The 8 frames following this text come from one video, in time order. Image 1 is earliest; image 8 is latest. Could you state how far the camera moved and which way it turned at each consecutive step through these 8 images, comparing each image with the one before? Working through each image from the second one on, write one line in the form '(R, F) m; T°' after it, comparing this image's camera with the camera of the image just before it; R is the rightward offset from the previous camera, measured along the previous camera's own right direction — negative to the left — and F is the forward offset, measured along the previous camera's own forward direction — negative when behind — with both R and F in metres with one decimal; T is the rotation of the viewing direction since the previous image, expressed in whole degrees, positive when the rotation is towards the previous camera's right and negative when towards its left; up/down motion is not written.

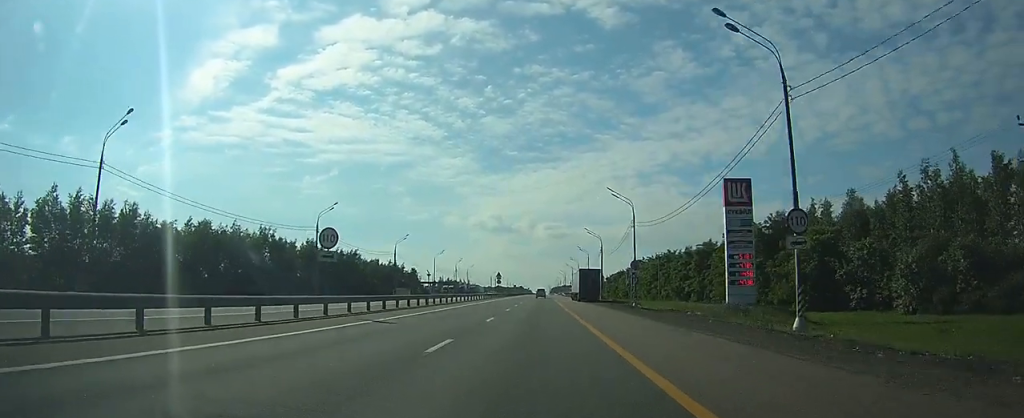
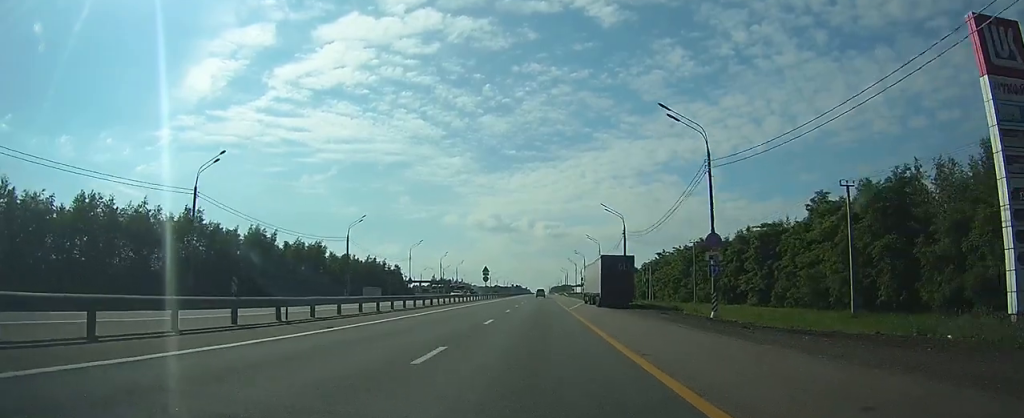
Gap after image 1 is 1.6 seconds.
(+0.8, +25.2) m; +3°
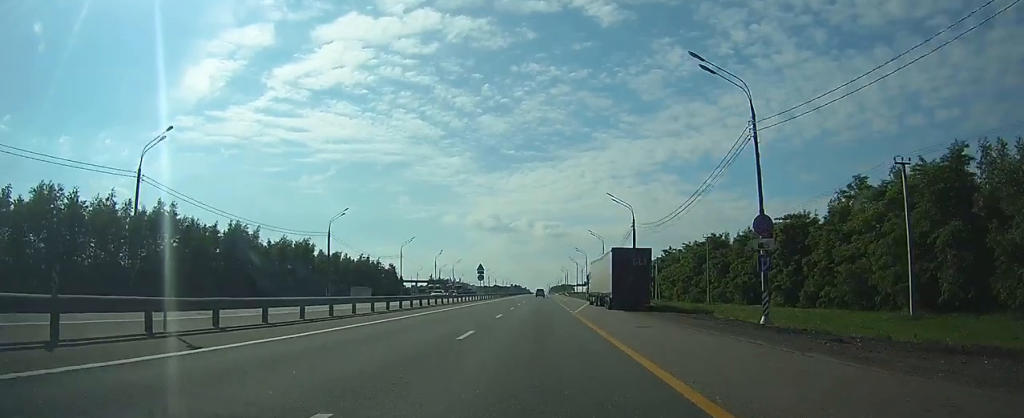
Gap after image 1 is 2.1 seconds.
(+0.1, +7.0) m; 0°
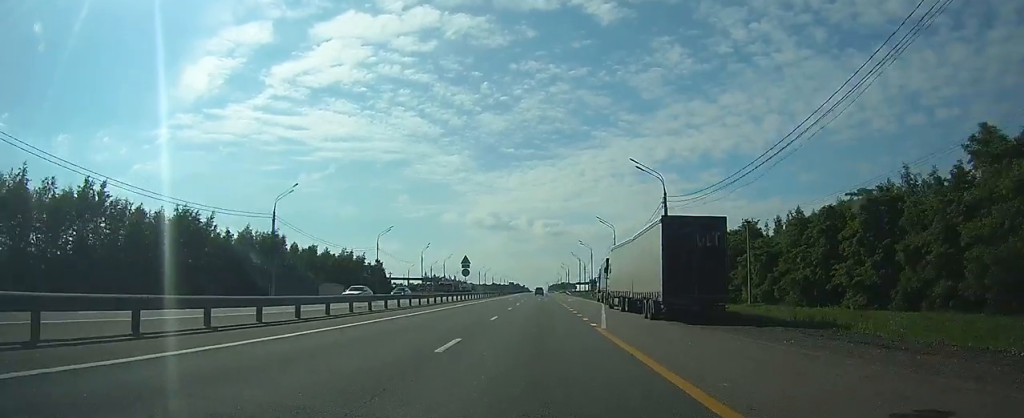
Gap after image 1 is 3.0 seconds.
(+0.1, +15.3) m; +1°
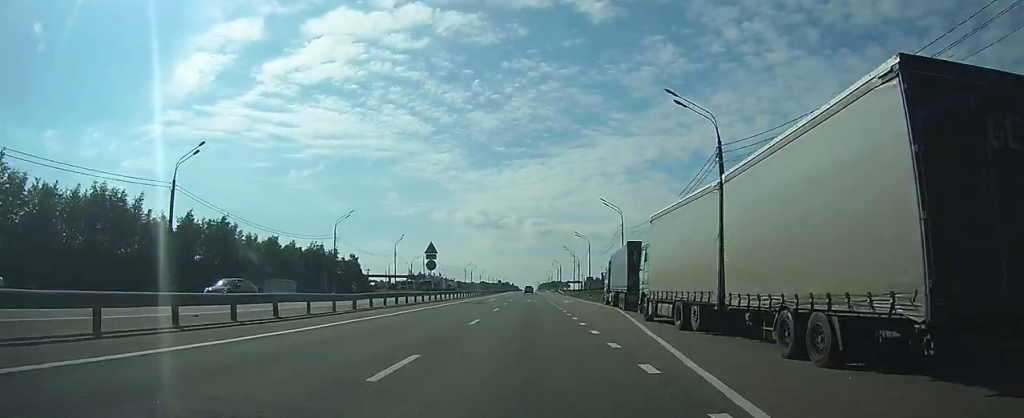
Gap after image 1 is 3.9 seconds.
(0.0, +15.7) m; 0°
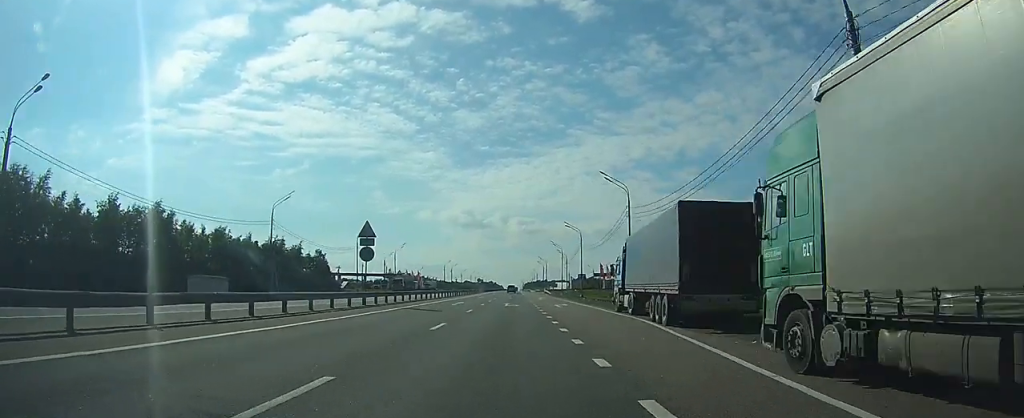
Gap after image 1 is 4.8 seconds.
(+0.1, +14.8) m; 0°
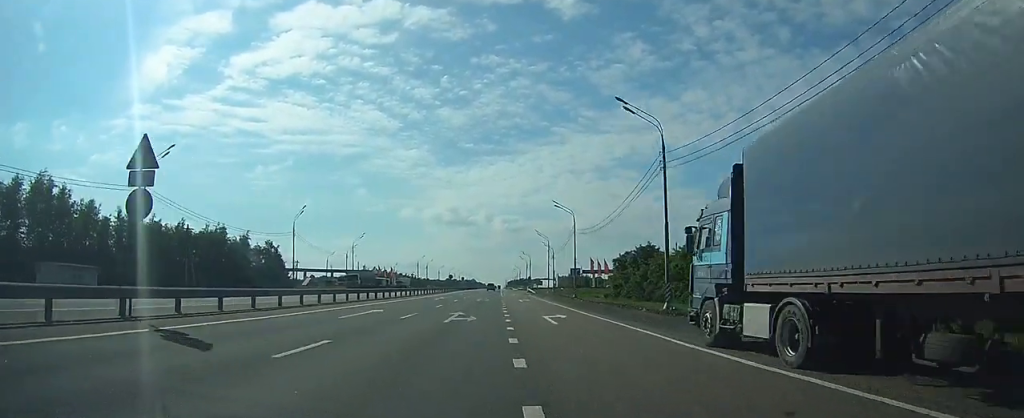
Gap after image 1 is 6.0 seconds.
(+0.1, +20.0) m; +1°
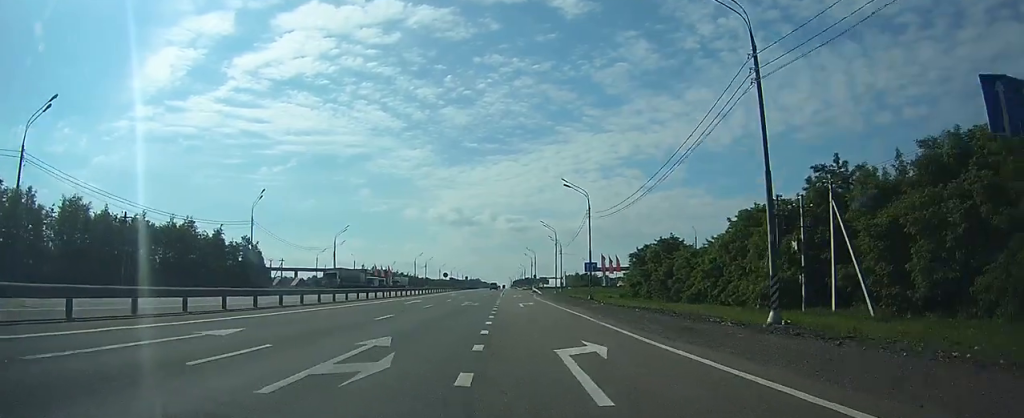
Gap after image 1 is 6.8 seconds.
(+0.1, +13.7) m; +1°
